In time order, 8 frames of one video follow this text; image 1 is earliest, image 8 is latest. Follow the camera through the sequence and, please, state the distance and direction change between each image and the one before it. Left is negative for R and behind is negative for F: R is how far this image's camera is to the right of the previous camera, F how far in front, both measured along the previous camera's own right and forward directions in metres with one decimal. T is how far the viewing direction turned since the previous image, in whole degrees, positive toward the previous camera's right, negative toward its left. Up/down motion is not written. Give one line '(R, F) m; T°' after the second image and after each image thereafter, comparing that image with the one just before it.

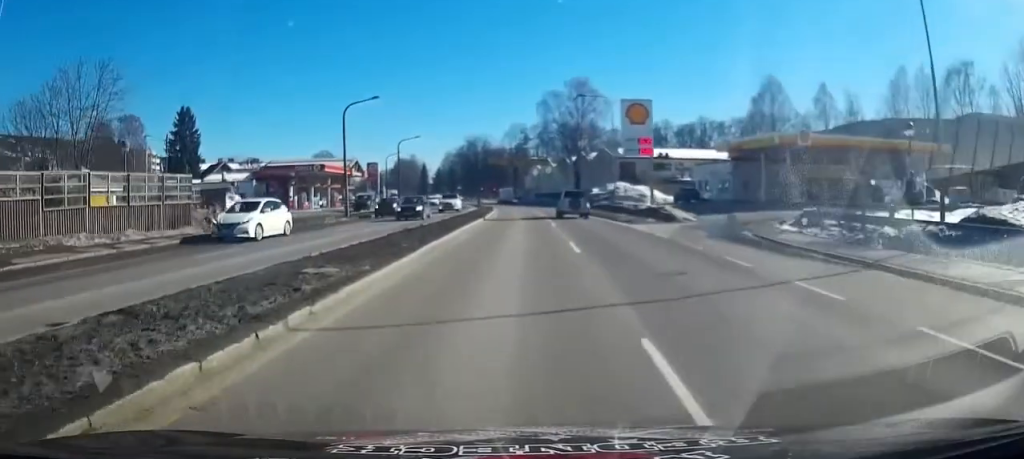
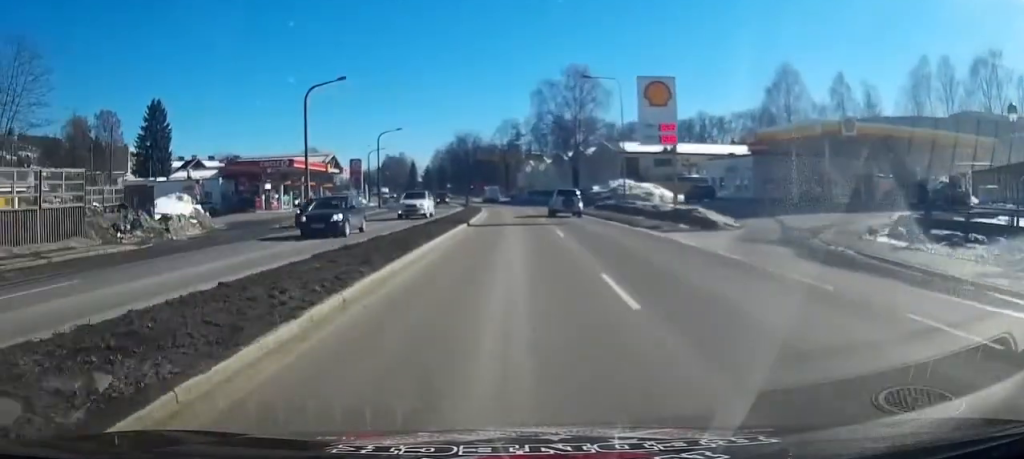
(-0.1, +7.3) m; 0°
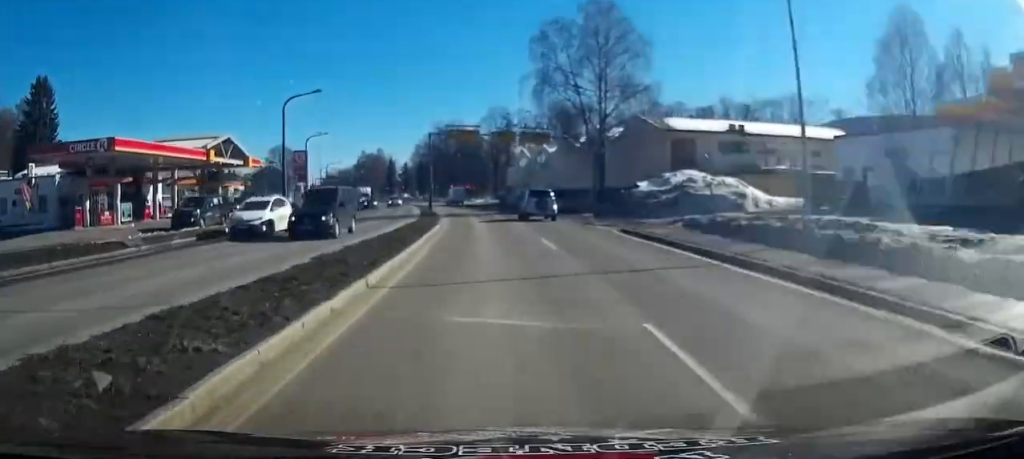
(+0.3, +26.3) m; +1°
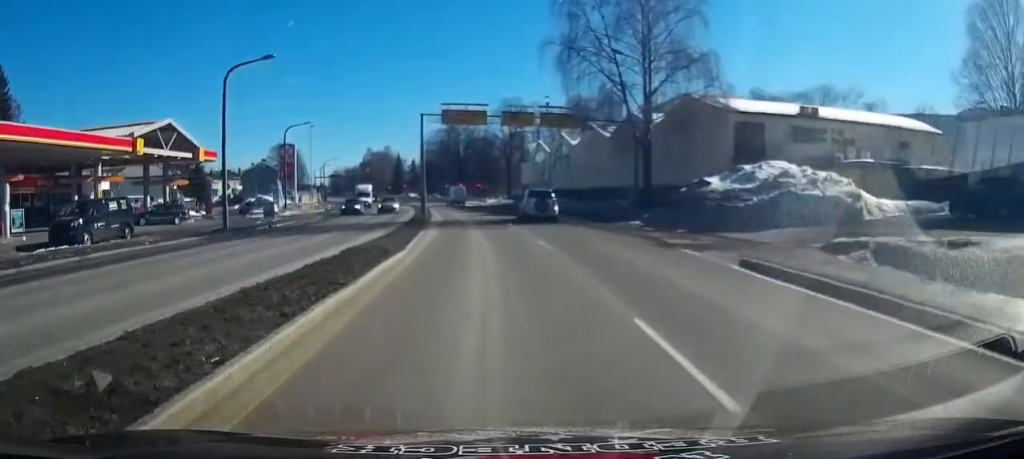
(-0.1, +11.0) m; -1°
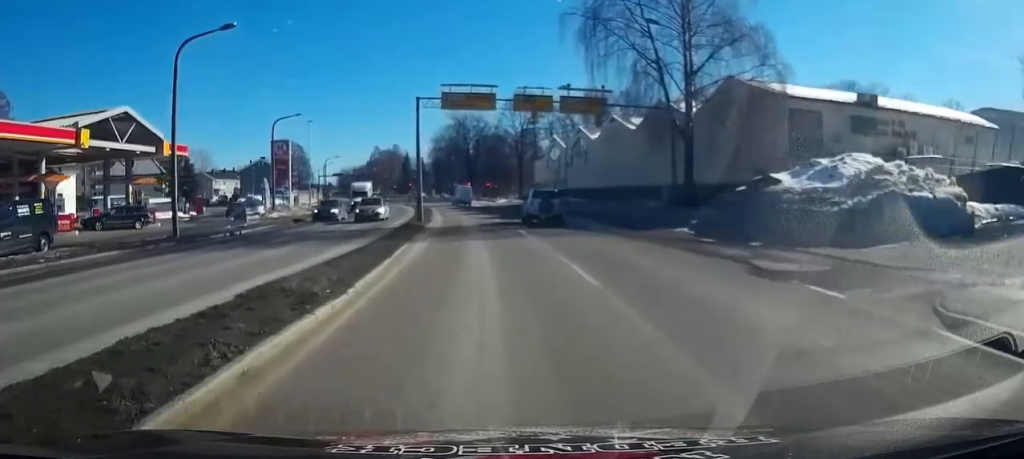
(+0.2, +6.2) m; 0°
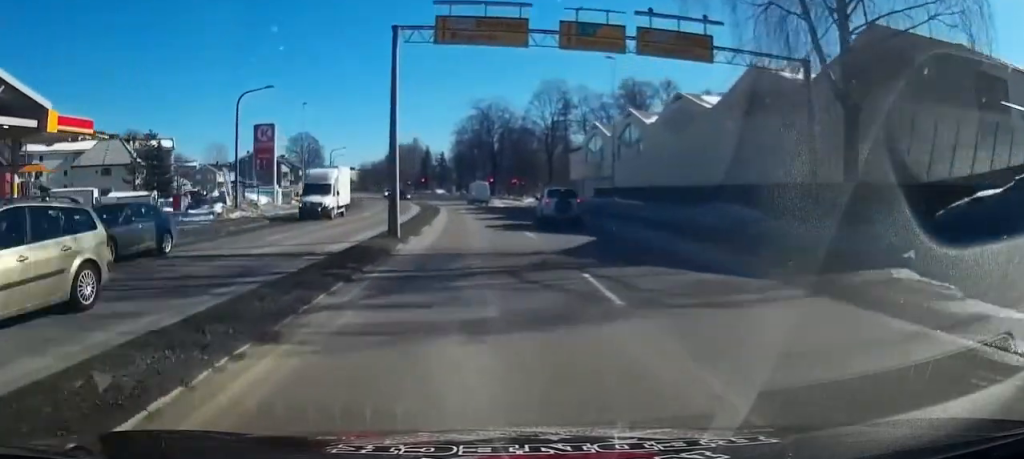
(-0.4, +13.0) m; -2°
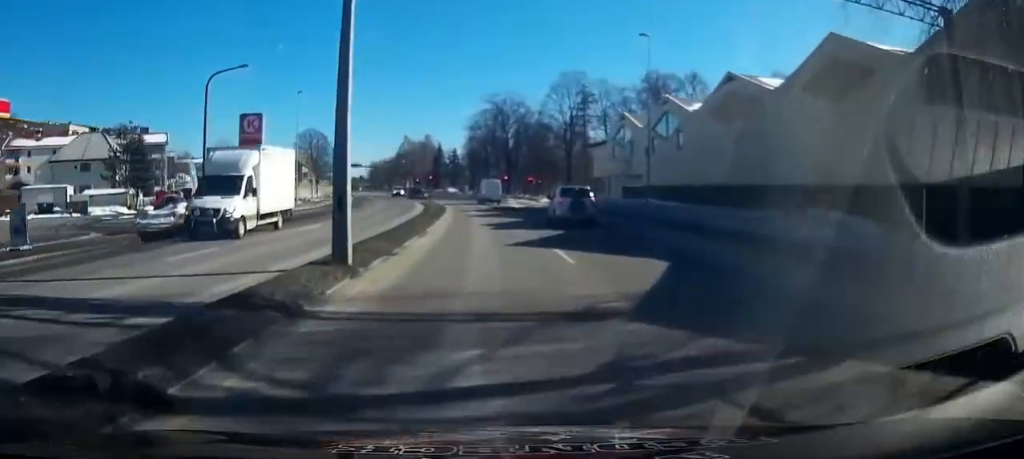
(-0.1, +7.1) m; 0°
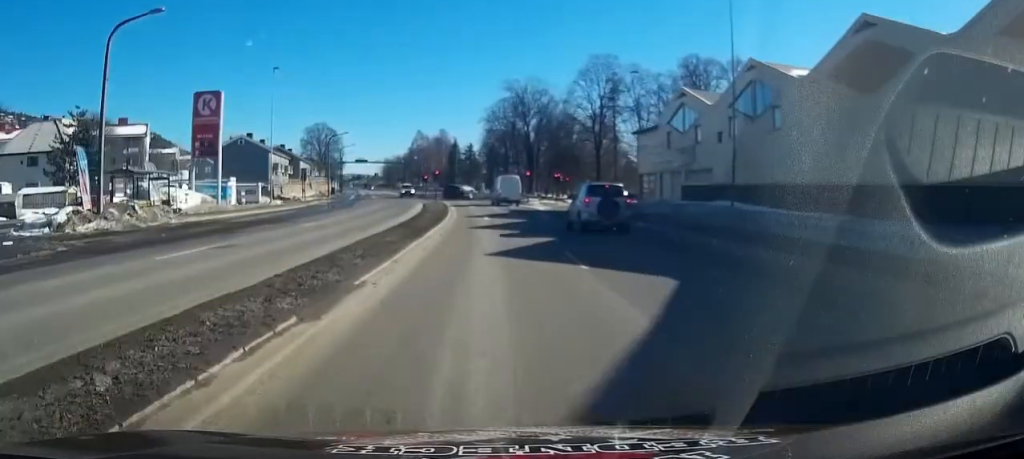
(0.0, +12.5) m; -2°
